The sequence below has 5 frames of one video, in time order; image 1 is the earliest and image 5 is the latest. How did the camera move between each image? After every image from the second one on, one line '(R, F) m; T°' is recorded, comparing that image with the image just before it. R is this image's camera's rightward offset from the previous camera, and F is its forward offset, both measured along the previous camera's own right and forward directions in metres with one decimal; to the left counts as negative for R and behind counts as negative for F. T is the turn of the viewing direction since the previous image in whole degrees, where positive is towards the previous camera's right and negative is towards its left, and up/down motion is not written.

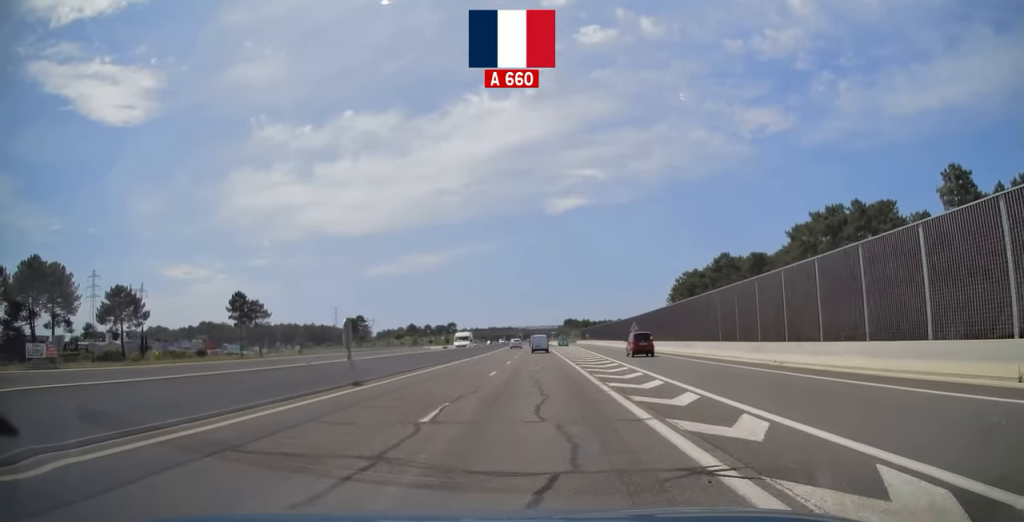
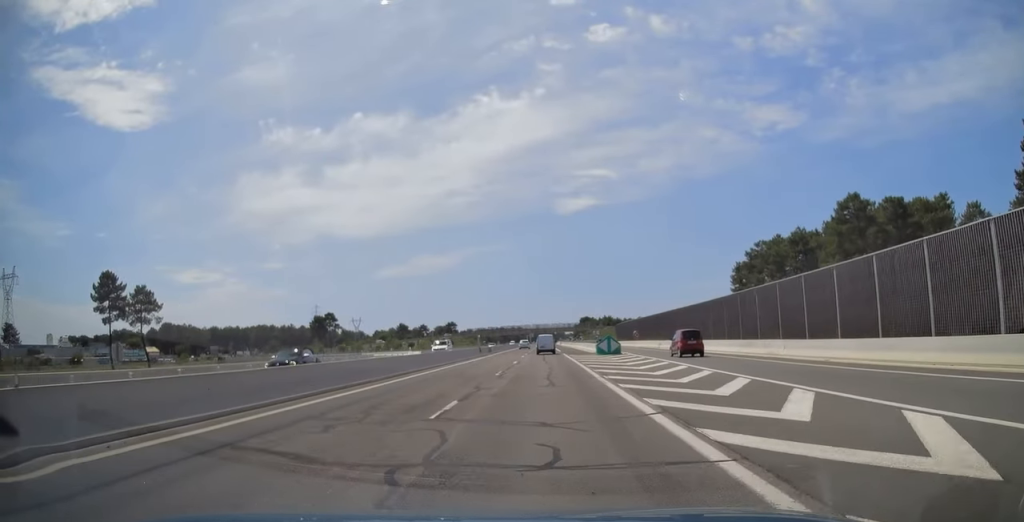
(-1.0, +64.6) m; -1°
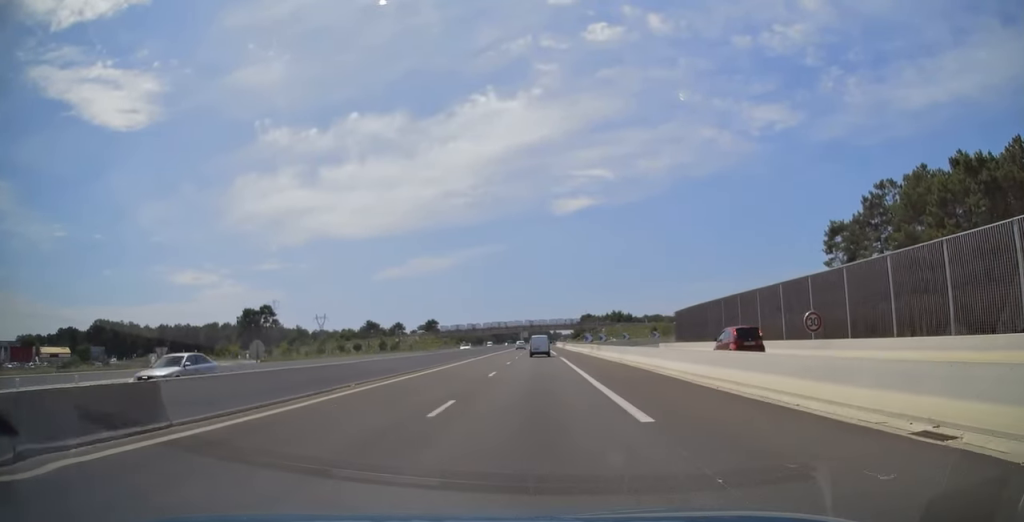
(+0.1, +60.1) m; 0°
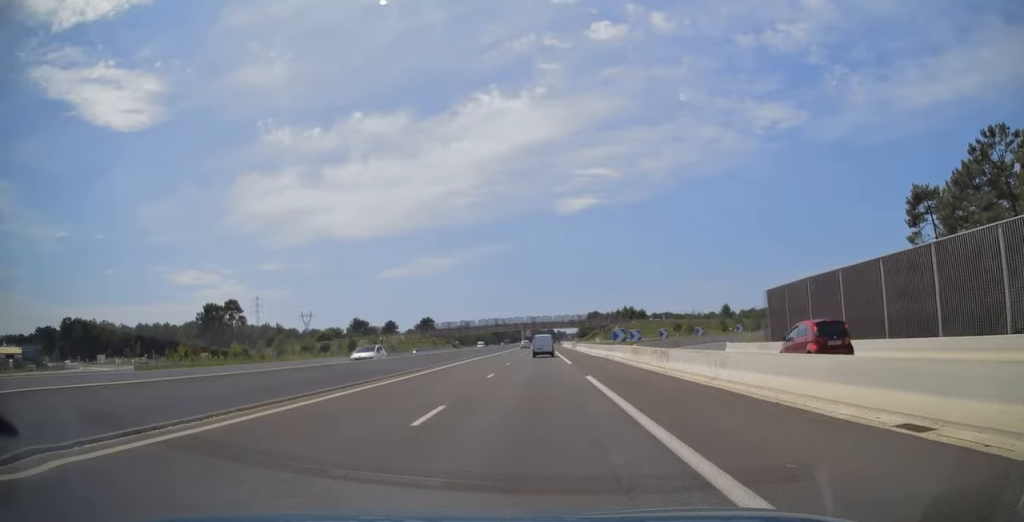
(0.0, +26.9) m; 0°
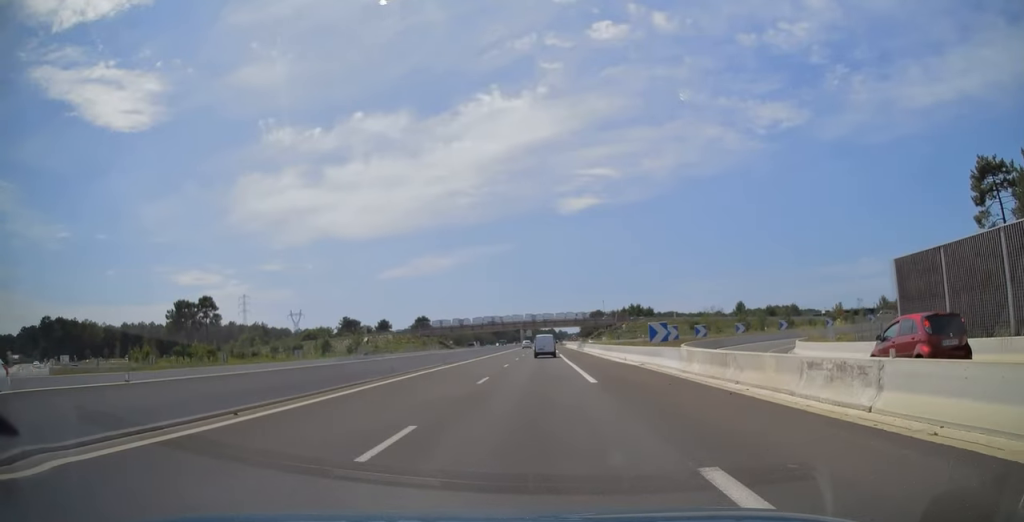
(0.0, +15.7) m; 0°
